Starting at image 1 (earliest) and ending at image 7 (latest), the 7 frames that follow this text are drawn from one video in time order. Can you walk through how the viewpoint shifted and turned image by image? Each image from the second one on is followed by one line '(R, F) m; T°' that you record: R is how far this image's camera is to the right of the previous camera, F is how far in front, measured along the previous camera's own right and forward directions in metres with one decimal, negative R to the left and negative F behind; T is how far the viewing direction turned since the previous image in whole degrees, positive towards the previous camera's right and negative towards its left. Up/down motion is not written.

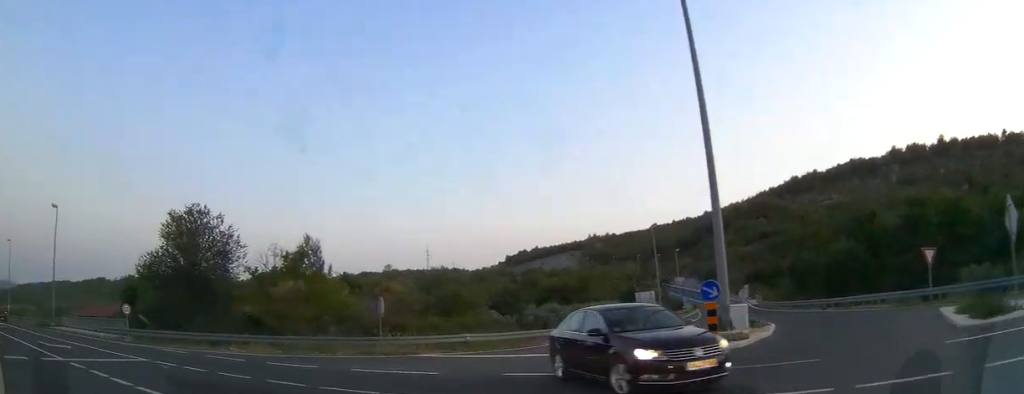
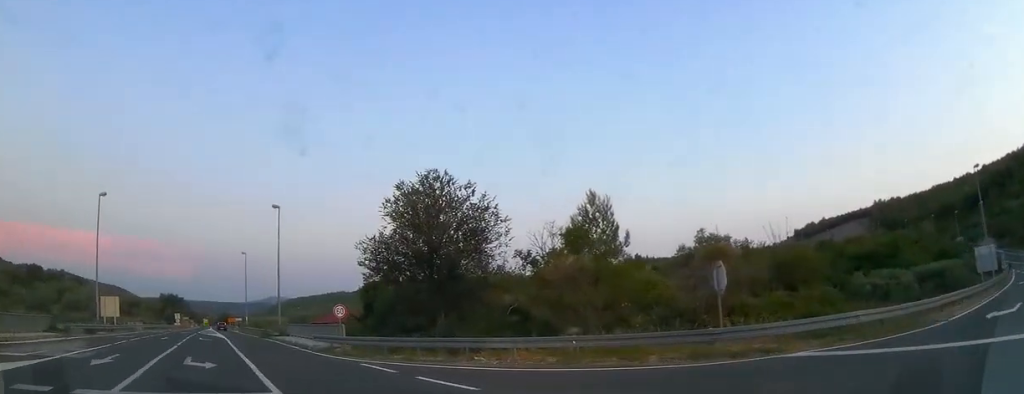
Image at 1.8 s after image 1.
(-2.3, +8.5) m; -26°
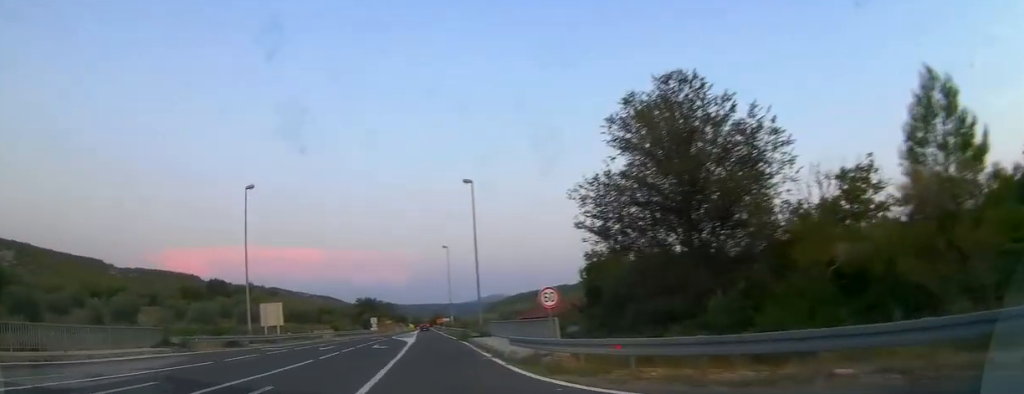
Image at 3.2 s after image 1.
(-0.9, +8.6) m; -14°
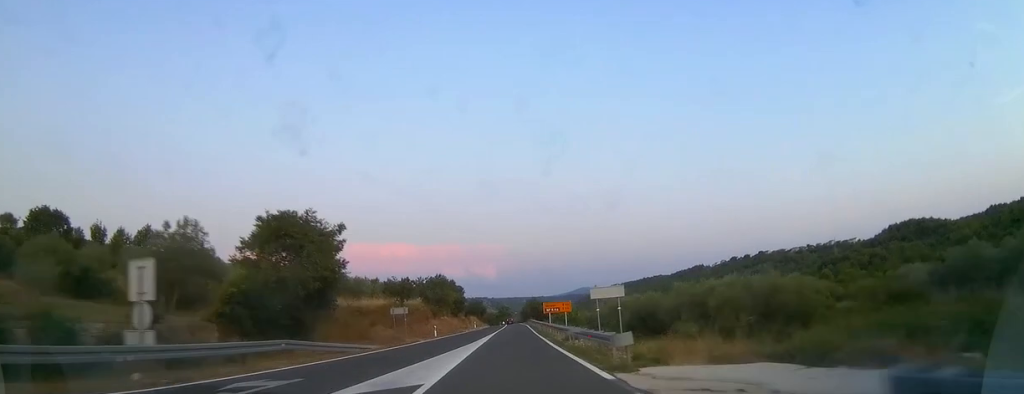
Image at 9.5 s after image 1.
(-10.4, +68.9) m; -9°
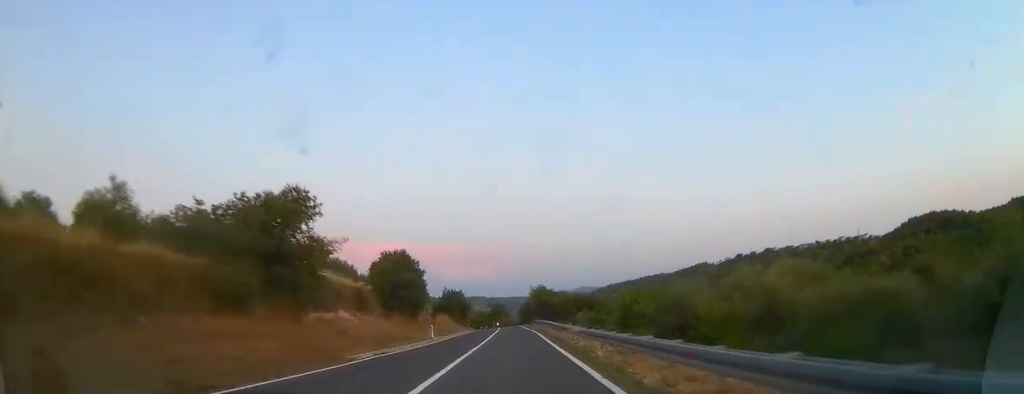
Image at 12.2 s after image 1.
(+0.7, +42.1) m; +1°
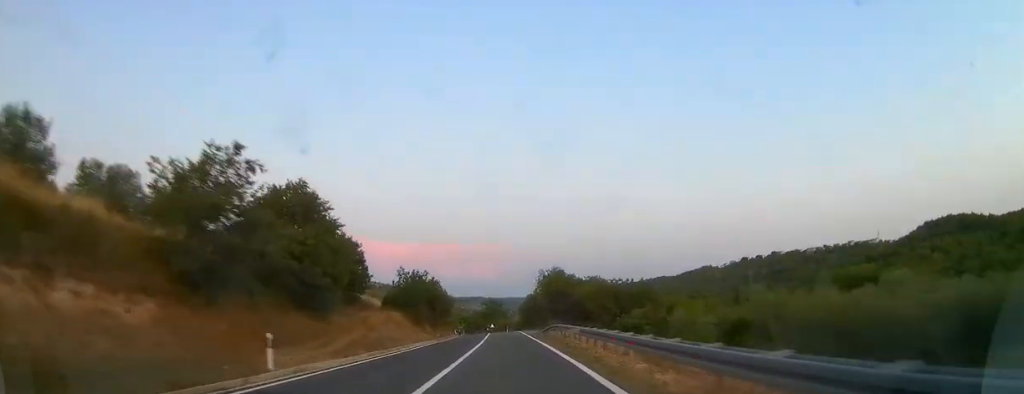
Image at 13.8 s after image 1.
(0.0, +27.7) m; -1°
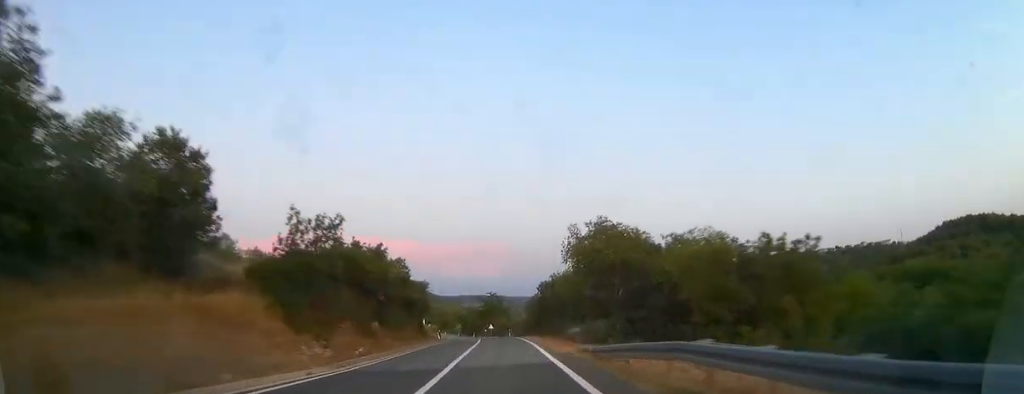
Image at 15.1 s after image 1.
(-0.1, +23.0) m; -1°
